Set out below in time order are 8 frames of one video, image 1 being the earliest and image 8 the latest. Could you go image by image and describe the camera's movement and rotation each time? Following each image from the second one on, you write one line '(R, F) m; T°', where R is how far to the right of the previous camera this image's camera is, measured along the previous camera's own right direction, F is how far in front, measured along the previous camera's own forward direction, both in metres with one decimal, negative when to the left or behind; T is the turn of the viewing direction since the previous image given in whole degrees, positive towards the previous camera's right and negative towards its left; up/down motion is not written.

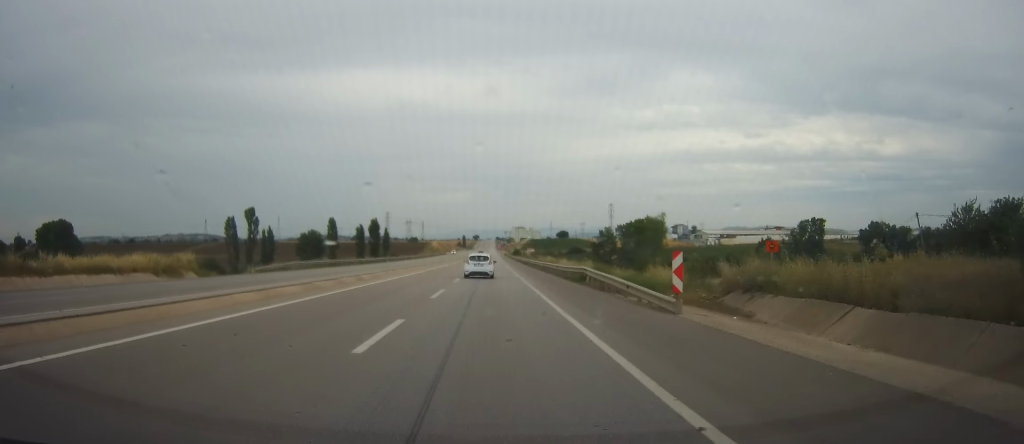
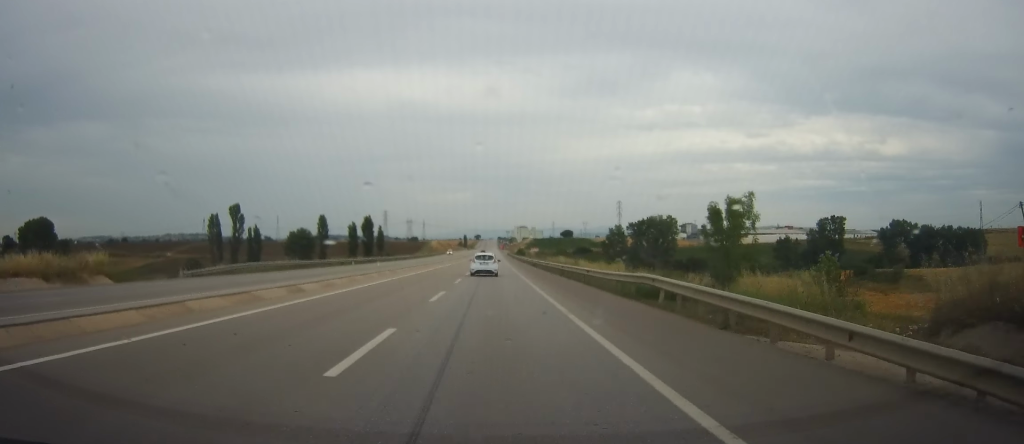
(+0.2, +13.7) m; 0°
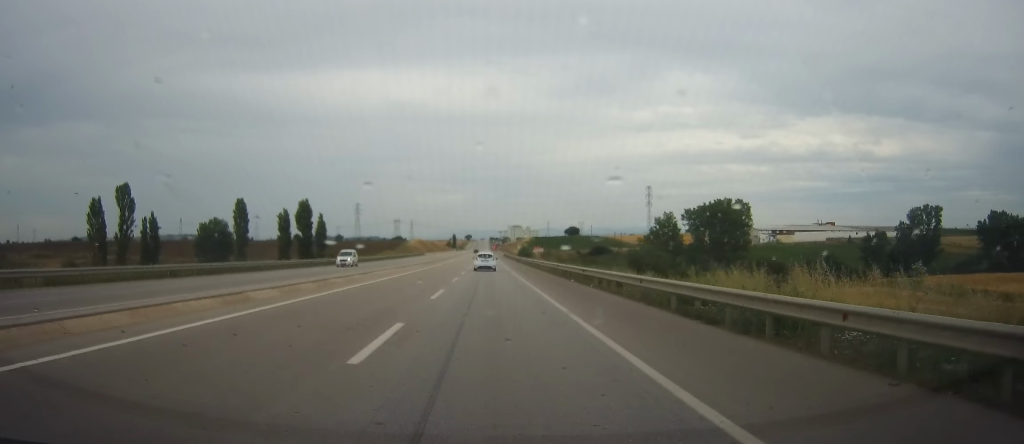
(-0.9, +59.5) m; -1°
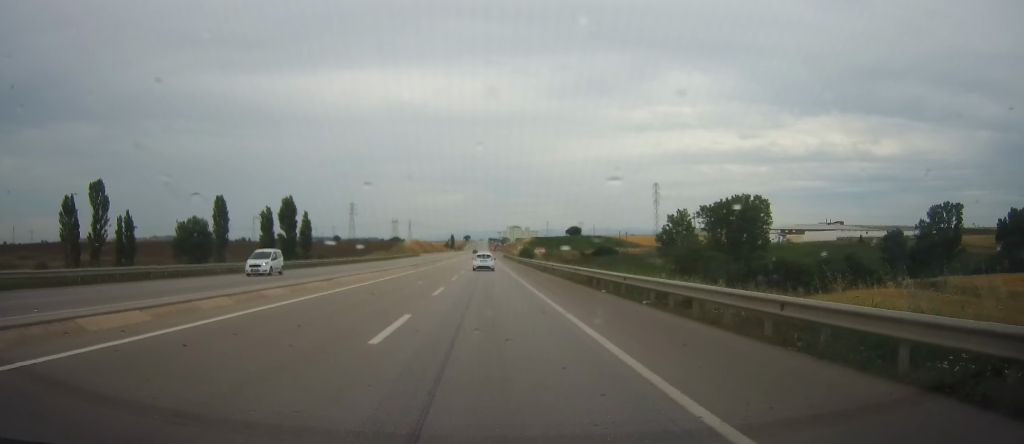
(0.0, +10.4) m; 0°
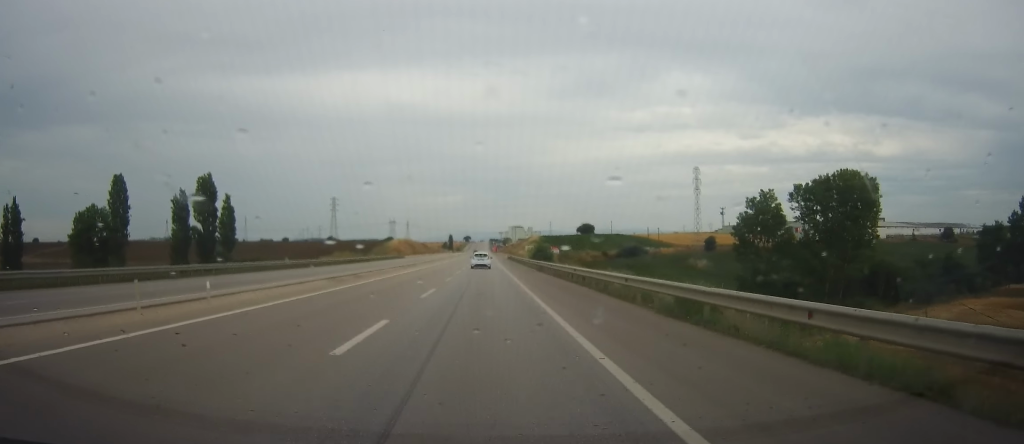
(+0.3, +37.7) m; +1°
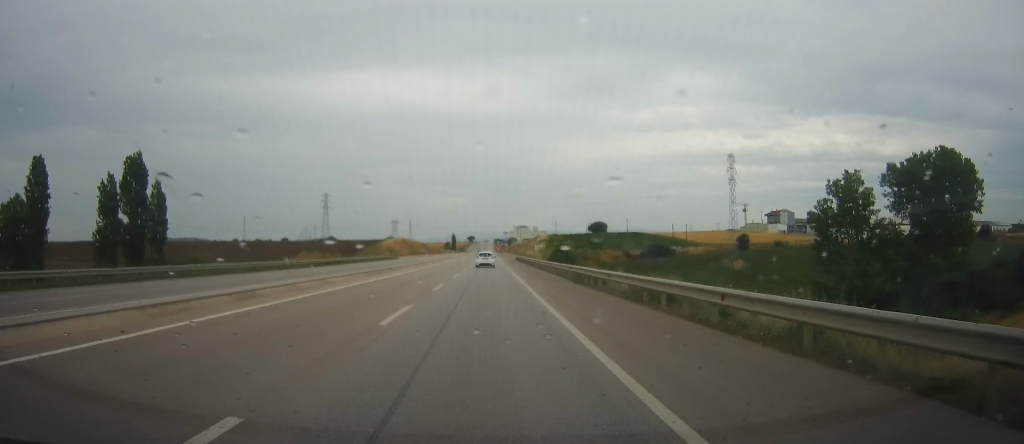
(-0.1, +21.1) m; 0°
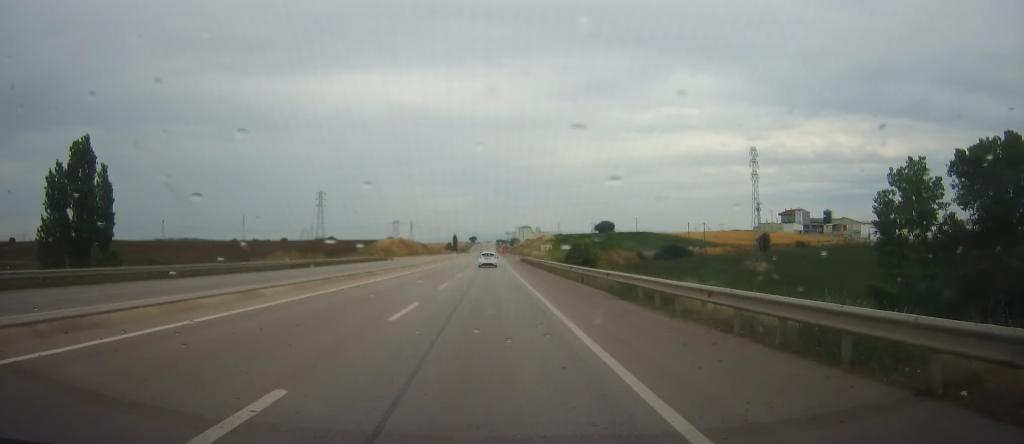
(0.0, +10.7) m; 0°
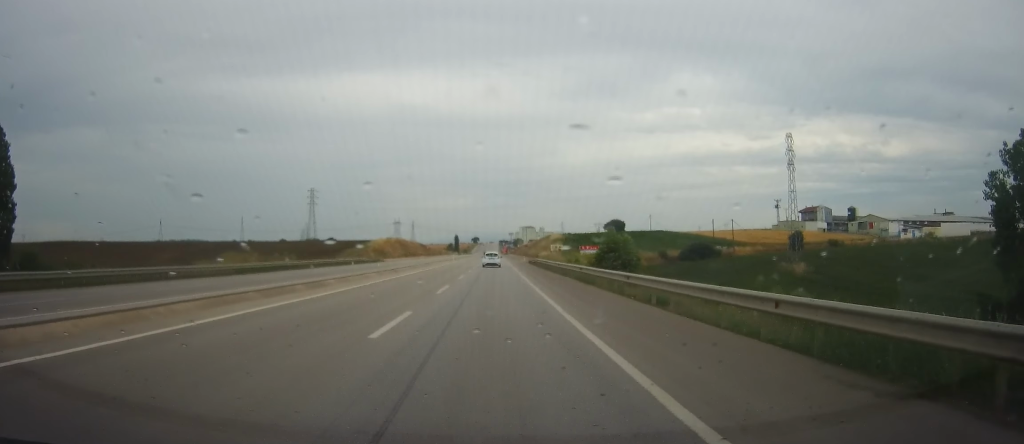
(0.0, +15.3) m; 0°
